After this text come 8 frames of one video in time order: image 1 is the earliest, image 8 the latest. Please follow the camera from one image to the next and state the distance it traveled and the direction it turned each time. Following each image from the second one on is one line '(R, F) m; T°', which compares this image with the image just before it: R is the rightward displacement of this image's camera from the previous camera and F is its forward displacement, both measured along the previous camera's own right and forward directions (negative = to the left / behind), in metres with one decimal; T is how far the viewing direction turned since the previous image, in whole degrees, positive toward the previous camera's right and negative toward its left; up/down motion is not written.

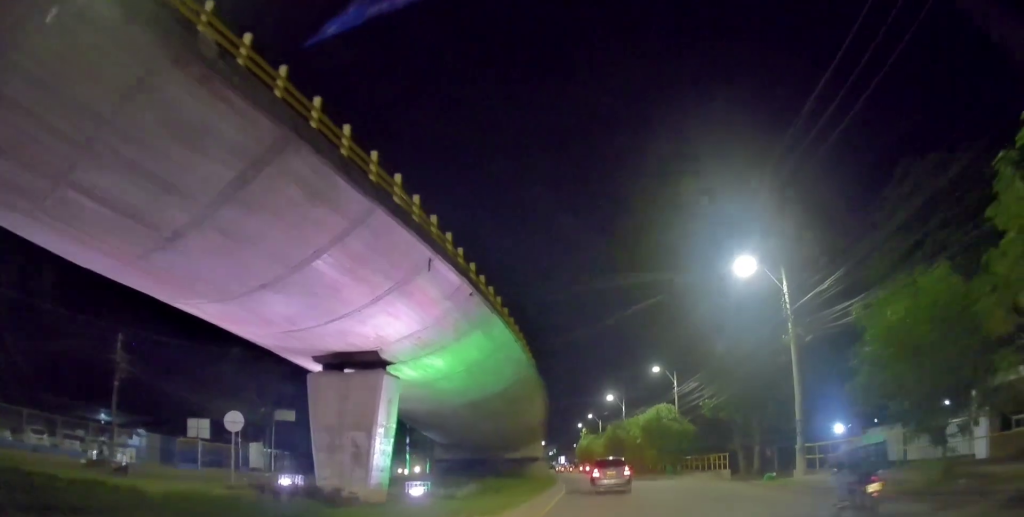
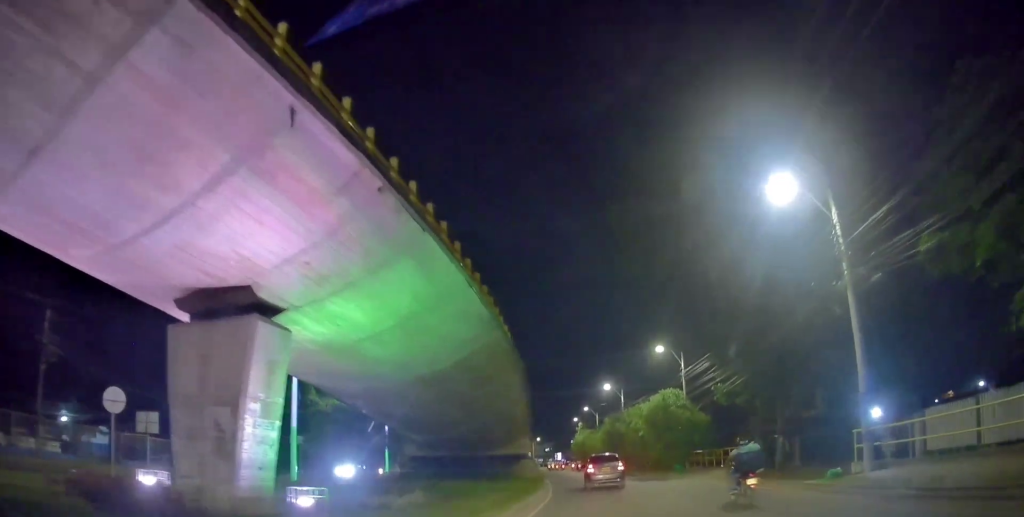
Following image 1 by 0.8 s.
(0.0, +6.7) m; +1°
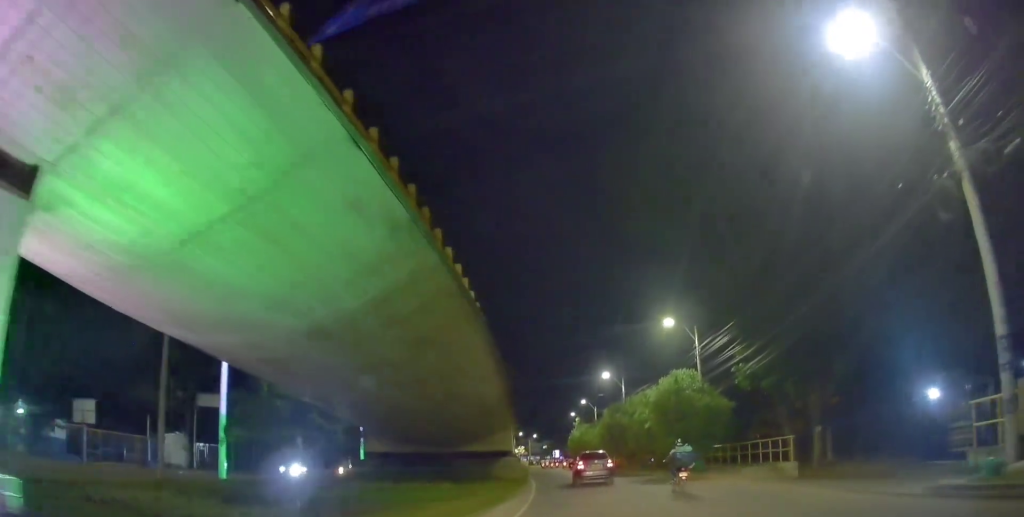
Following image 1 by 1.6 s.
(+0.1, +6.9) m; 0°
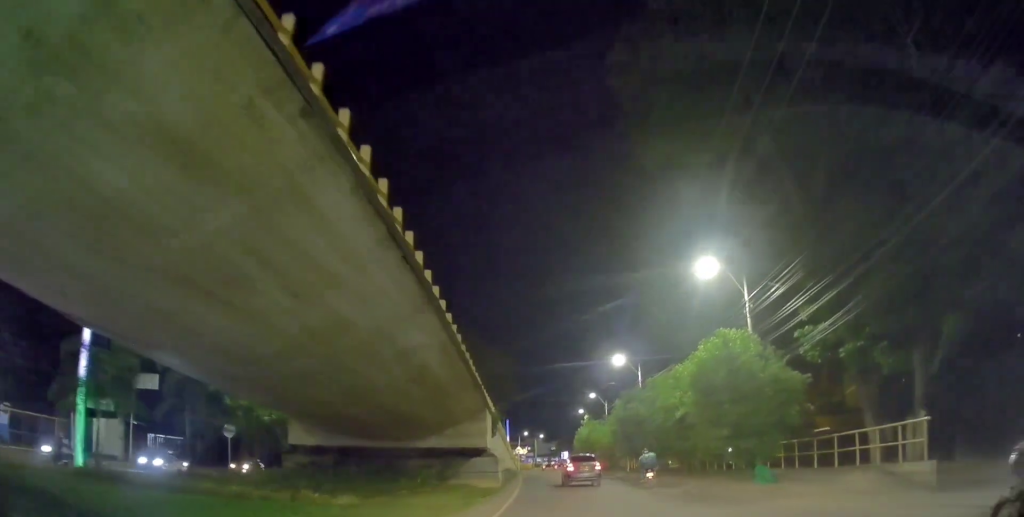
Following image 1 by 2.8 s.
(-0.2, +9.7) m; -3°
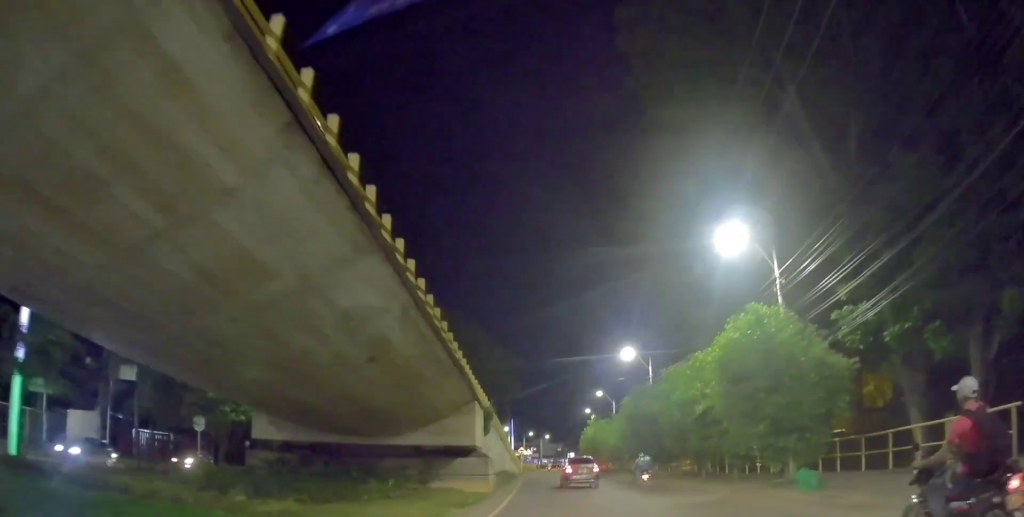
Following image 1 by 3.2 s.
(0.0, +3.3) m; -1°
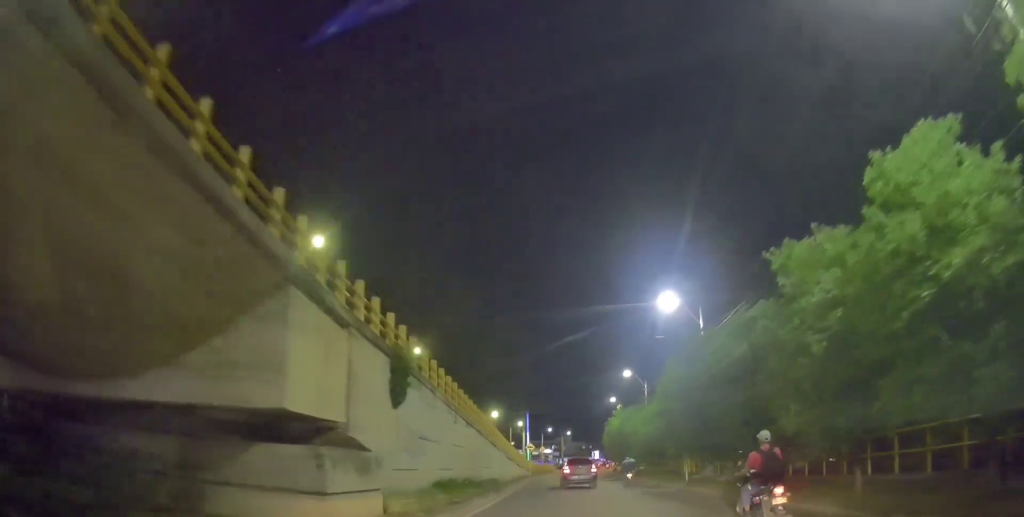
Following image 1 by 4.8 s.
(-0.1, +13.2) m; +2°
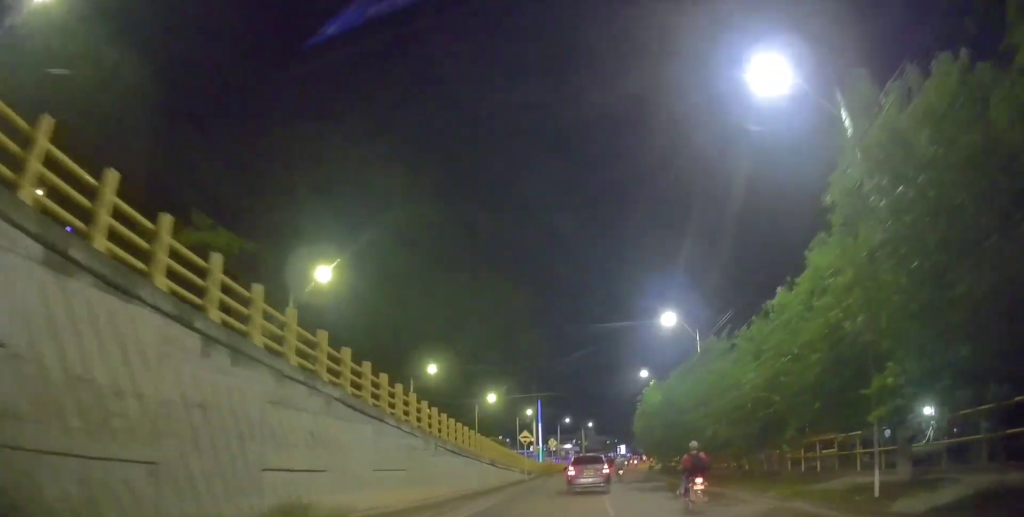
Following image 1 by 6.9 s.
(+0.2, +16.8) m; -2°
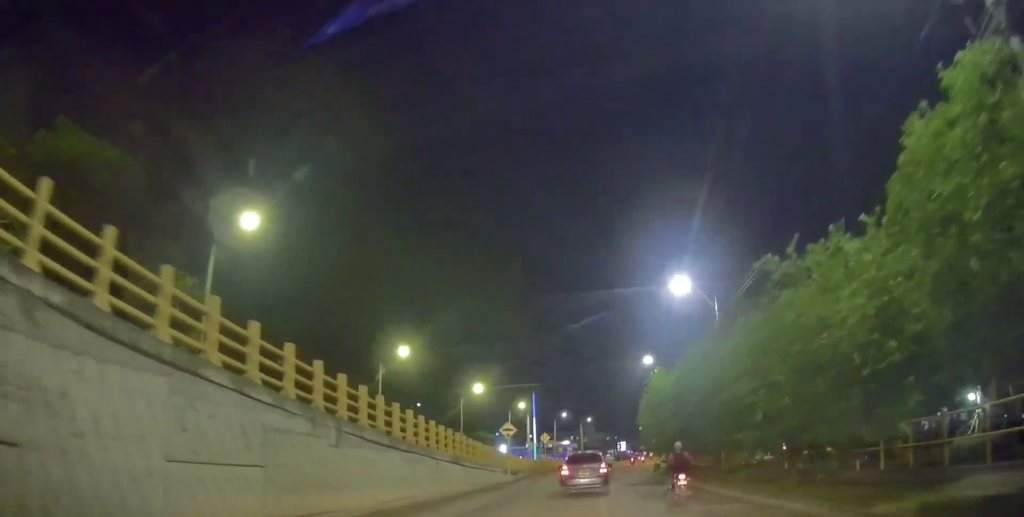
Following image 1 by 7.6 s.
(-0.1, +5.4) m; -1°
